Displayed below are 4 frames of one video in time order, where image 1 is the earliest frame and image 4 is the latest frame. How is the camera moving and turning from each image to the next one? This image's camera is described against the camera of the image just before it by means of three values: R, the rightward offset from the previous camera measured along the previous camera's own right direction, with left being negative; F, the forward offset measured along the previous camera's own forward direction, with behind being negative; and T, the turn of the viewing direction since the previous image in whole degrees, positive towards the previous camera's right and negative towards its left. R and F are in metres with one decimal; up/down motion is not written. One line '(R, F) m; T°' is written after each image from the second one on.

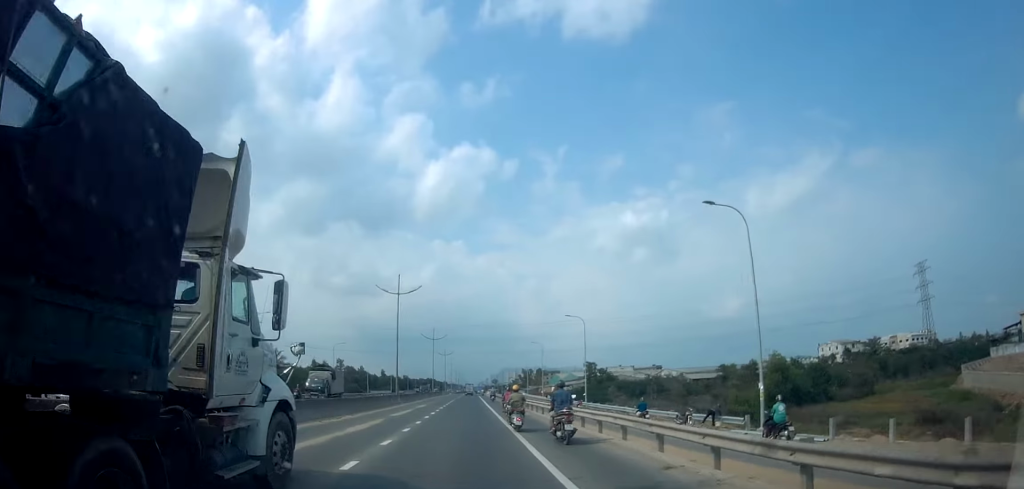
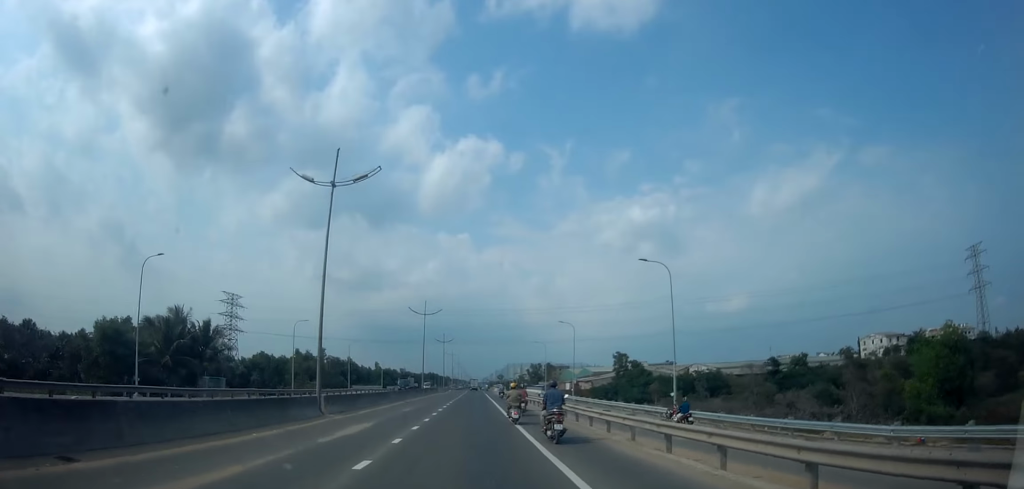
(-0.3, +23.5) m; -1°
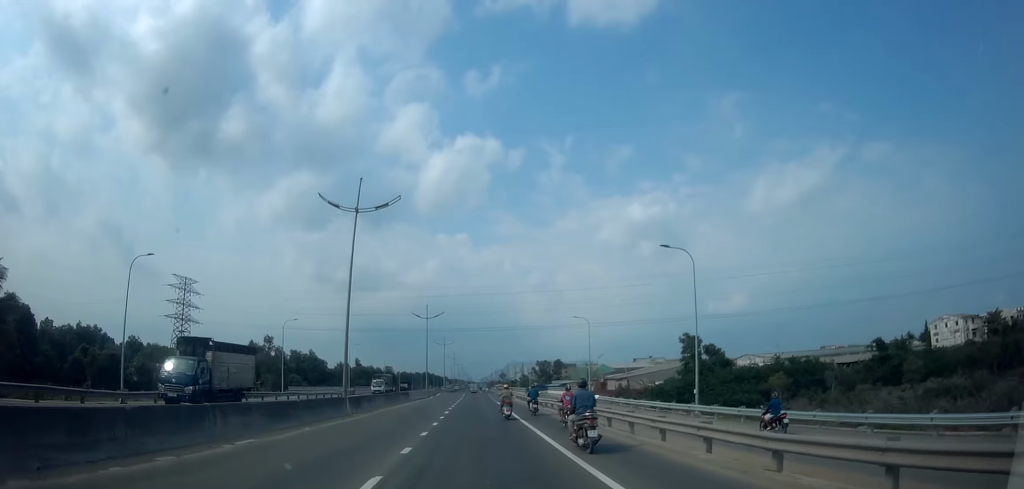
(-1.0, +37.4) m; -1°
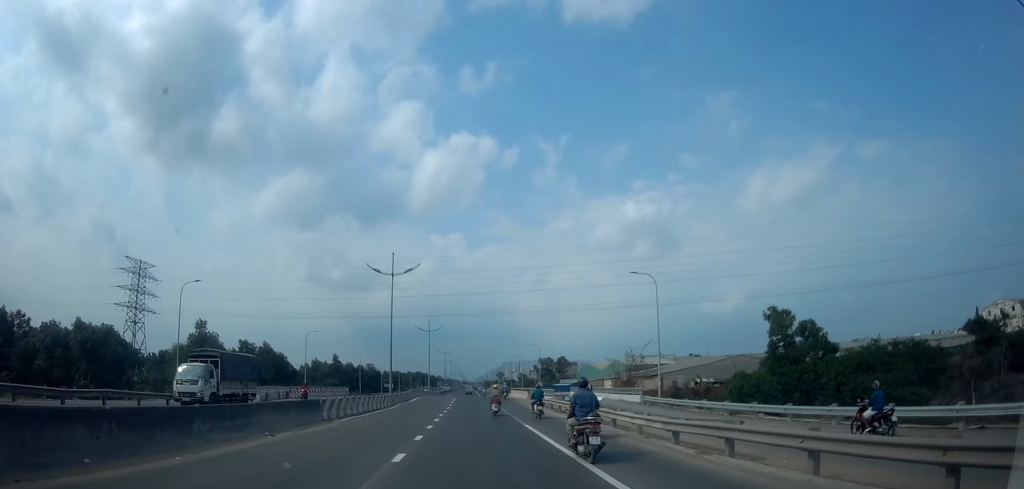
(+0.7, +25.6) m; +1°
